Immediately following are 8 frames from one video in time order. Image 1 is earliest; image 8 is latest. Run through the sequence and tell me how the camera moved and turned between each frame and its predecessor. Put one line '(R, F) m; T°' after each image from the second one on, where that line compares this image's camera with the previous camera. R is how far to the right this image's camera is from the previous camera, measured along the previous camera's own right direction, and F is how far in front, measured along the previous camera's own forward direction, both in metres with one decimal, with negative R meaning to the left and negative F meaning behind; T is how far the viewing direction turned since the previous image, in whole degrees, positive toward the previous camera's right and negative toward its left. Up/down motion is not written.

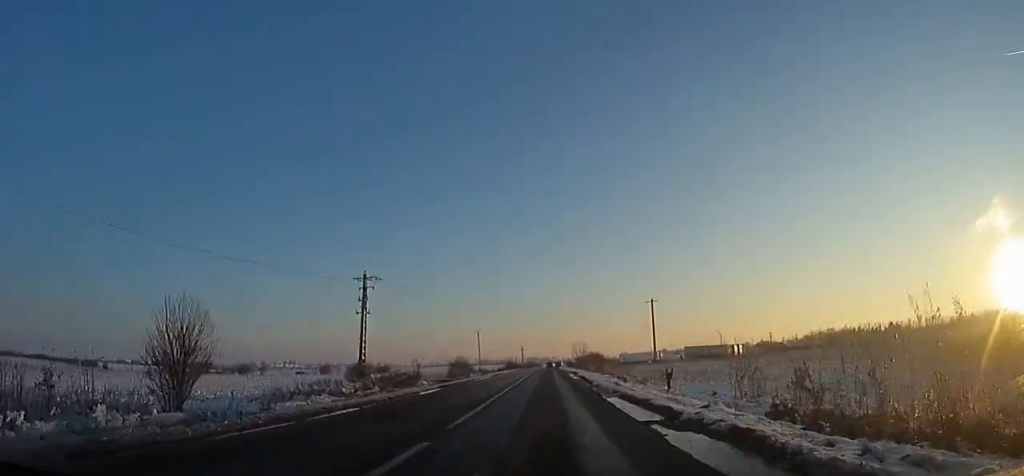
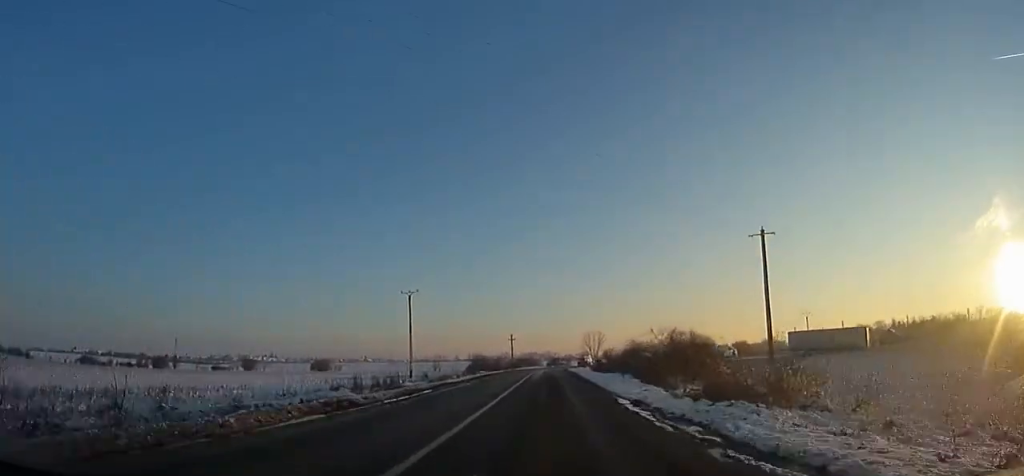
(-0.8, +65.0) m; 0°
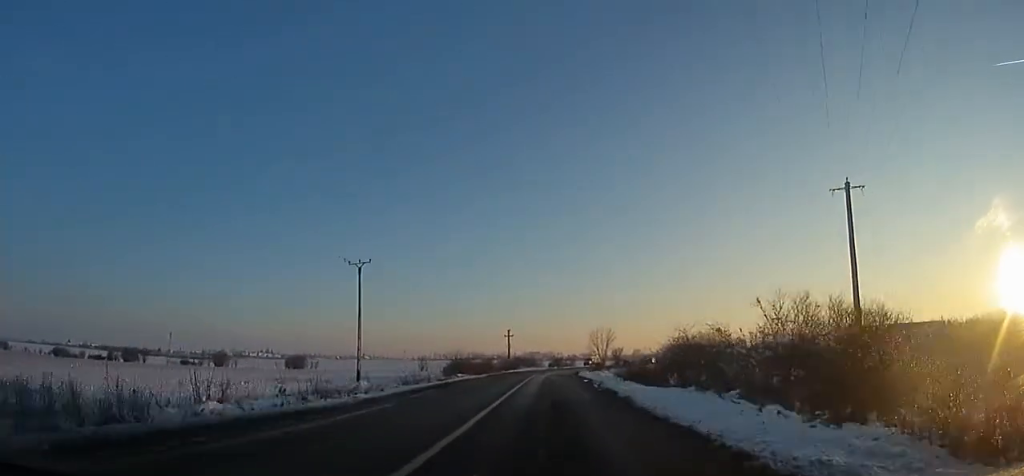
(+0.4, +18.1) m; +1°
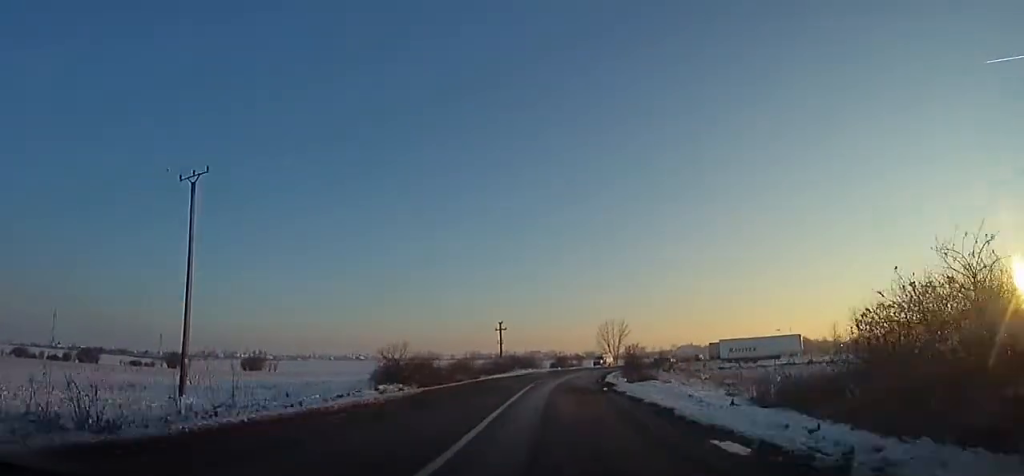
(+0.1, +23.6) m; +2°
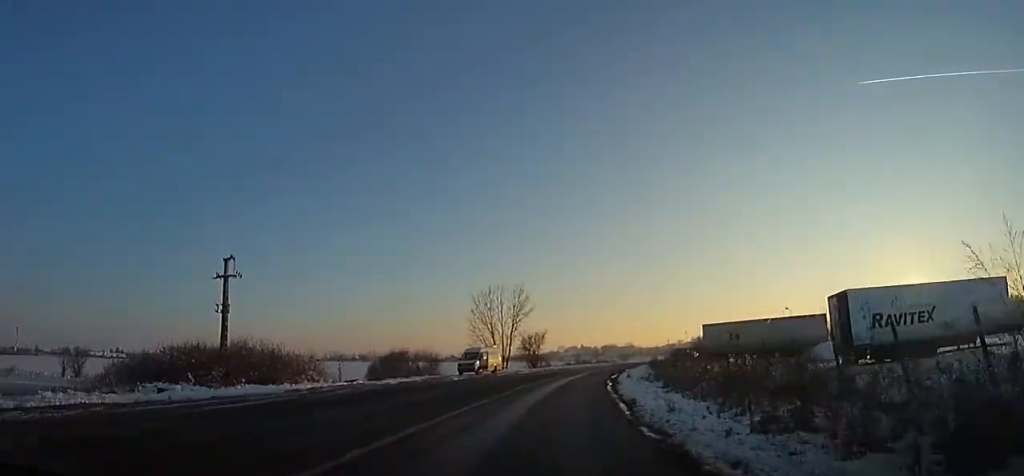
(+3.1, +60.8) m; +11°
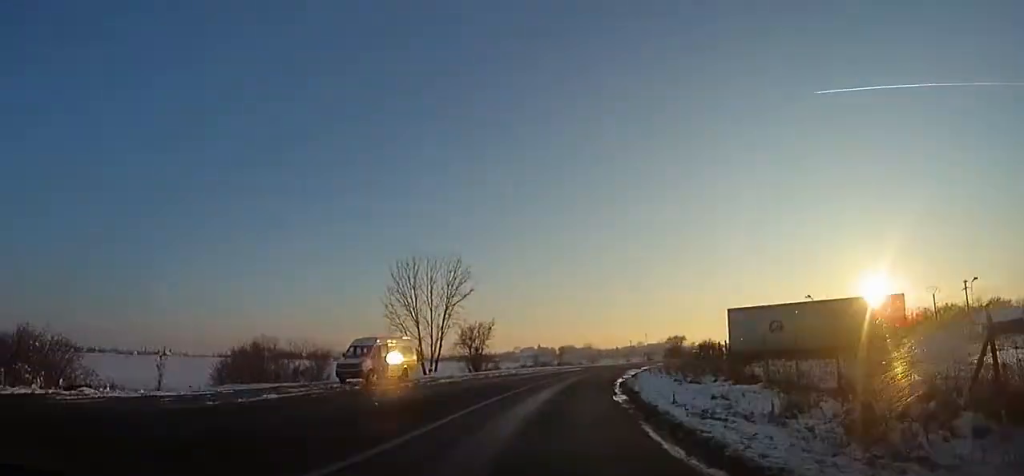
(+1.8, +19.8) m; +6°
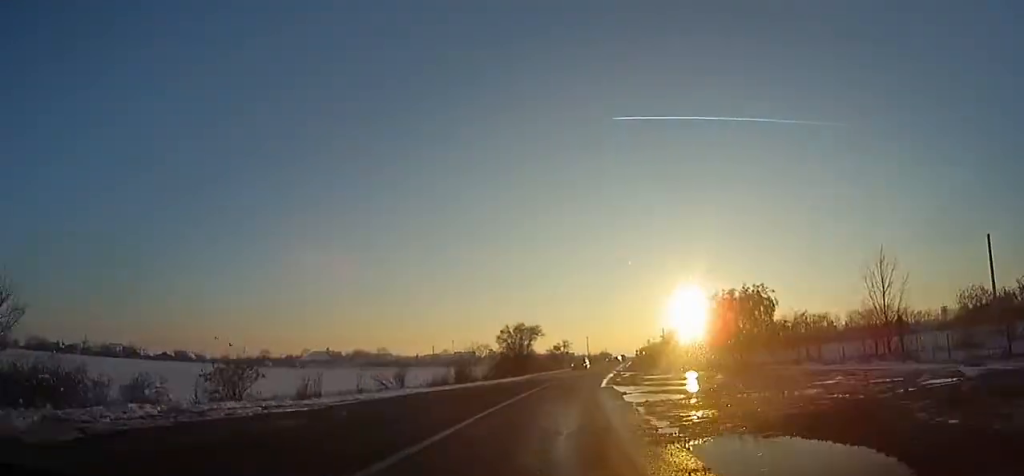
(+11.3, +66.2) m; +19°
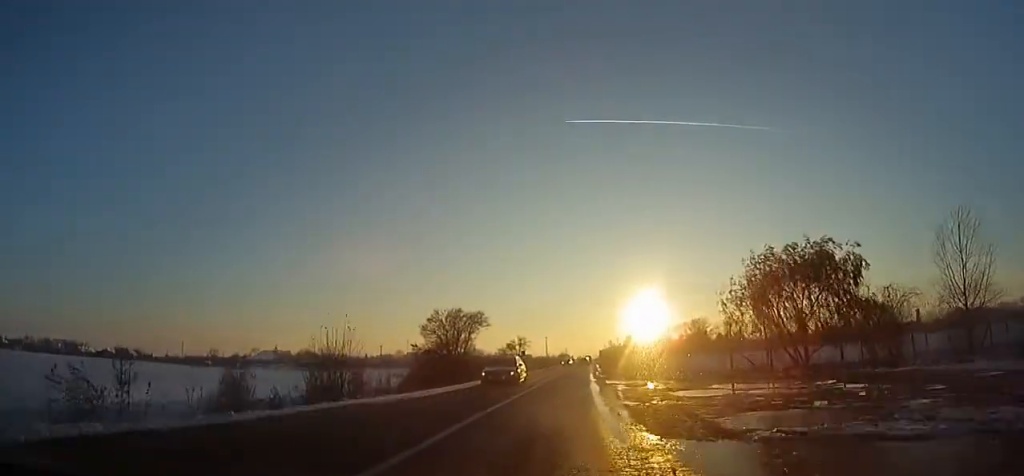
(+0.2, +16.5) m; +5°
